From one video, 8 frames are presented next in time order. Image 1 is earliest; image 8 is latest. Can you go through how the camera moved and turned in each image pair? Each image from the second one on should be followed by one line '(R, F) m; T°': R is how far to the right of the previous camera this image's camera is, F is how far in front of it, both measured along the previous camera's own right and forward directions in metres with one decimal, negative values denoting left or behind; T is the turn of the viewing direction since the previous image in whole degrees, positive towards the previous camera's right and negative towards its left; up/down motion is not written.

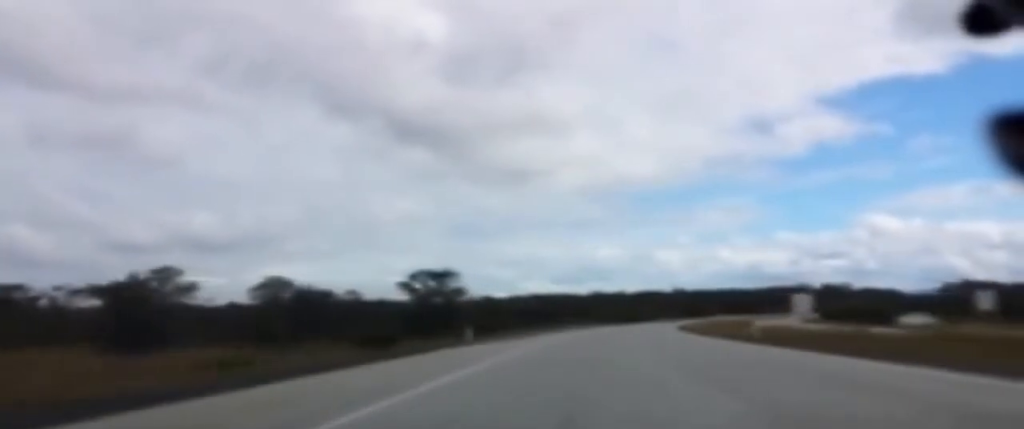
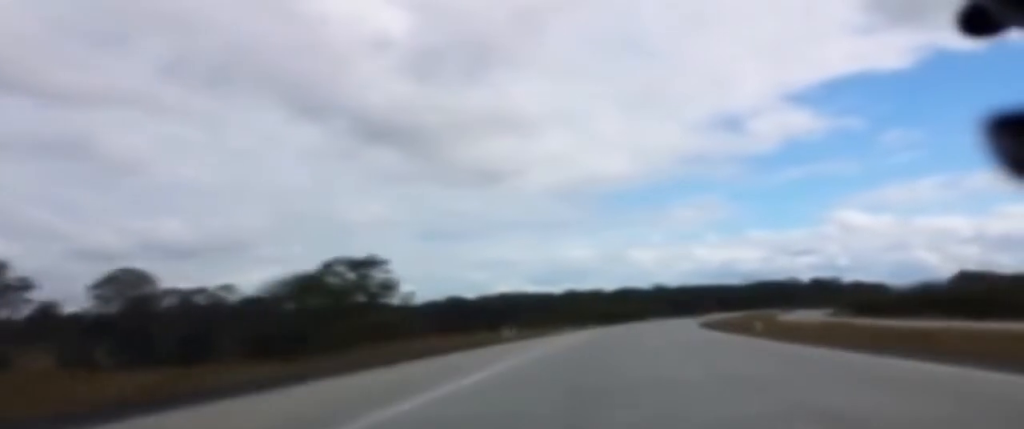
(+1.3, +53.4) m; +2°
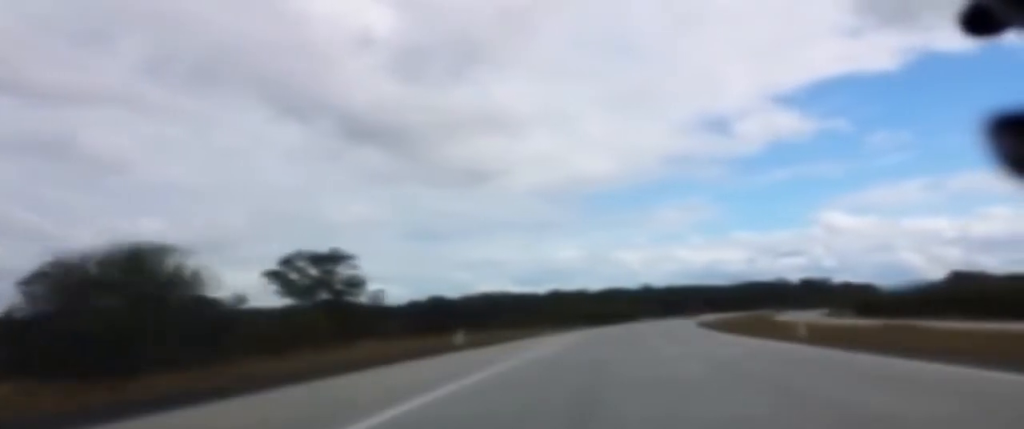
(0.0, +13.2) m; 0°
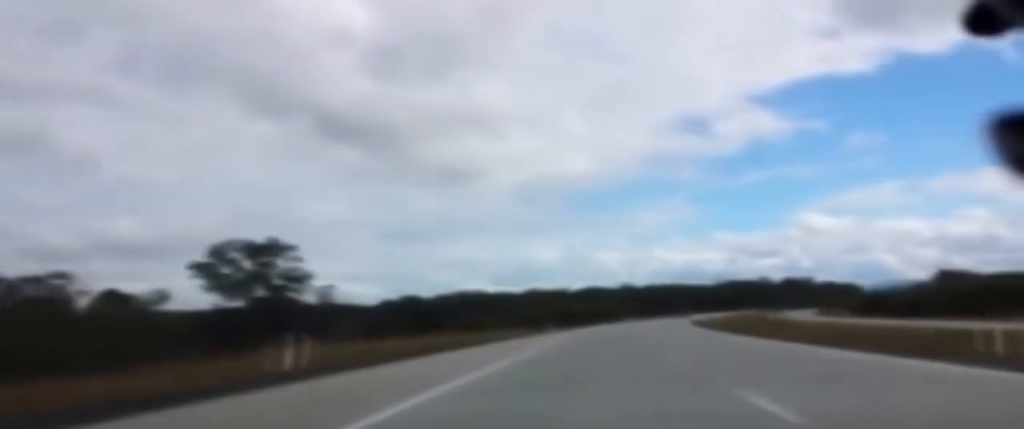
(0.0, +19.3) m; 0°
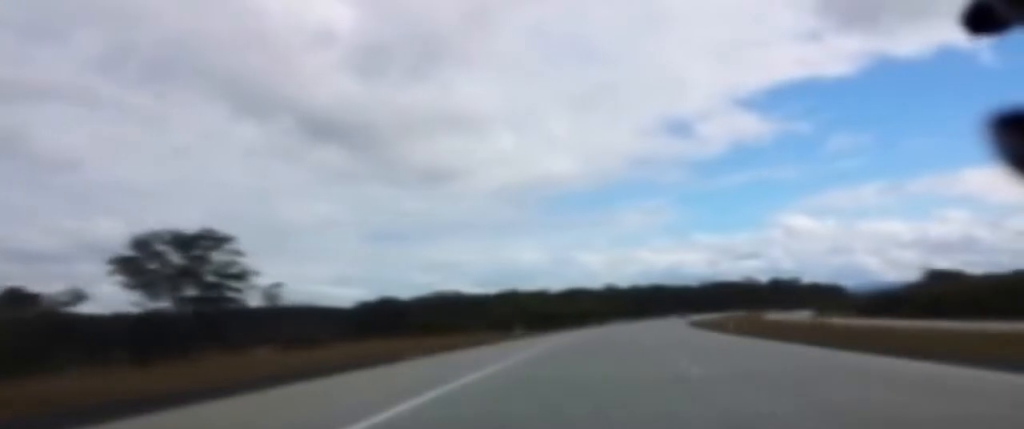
(0.0, +17.2) m; +1°
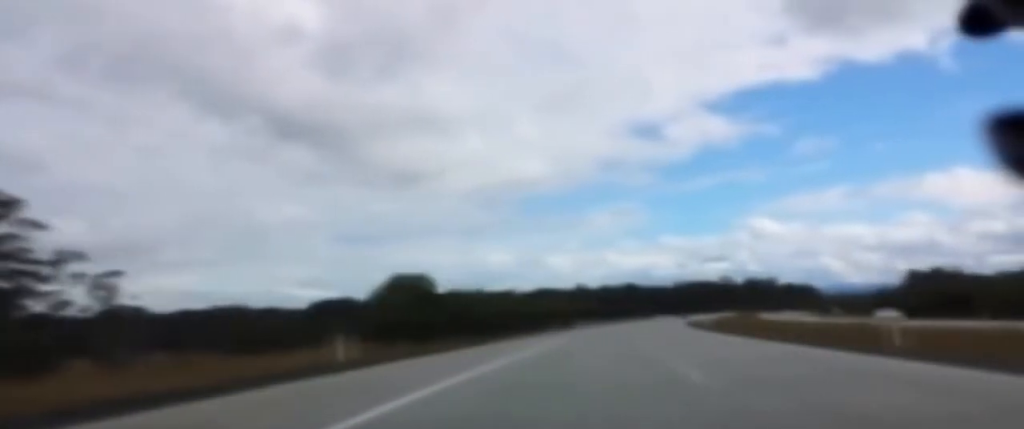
(+0.8, +37.6) m; +2°
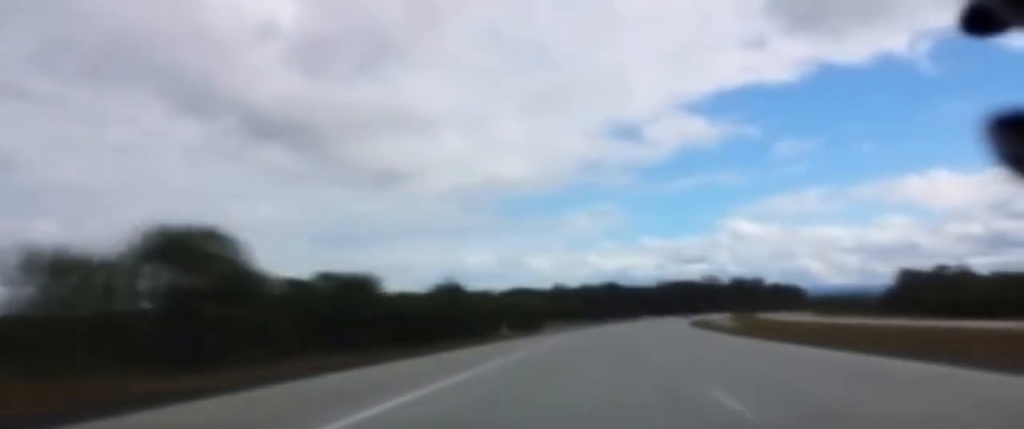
(+0.4, +28.5) m; +2°
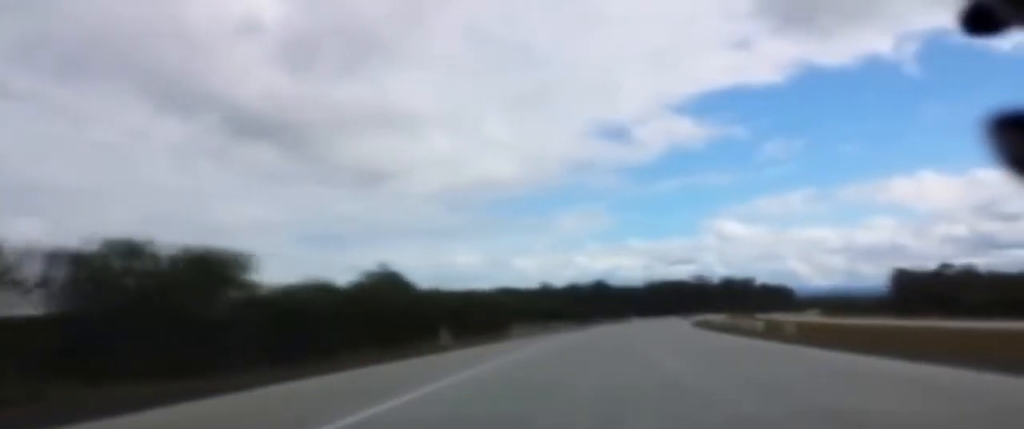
(+0.1, +17.3) m; +1°
